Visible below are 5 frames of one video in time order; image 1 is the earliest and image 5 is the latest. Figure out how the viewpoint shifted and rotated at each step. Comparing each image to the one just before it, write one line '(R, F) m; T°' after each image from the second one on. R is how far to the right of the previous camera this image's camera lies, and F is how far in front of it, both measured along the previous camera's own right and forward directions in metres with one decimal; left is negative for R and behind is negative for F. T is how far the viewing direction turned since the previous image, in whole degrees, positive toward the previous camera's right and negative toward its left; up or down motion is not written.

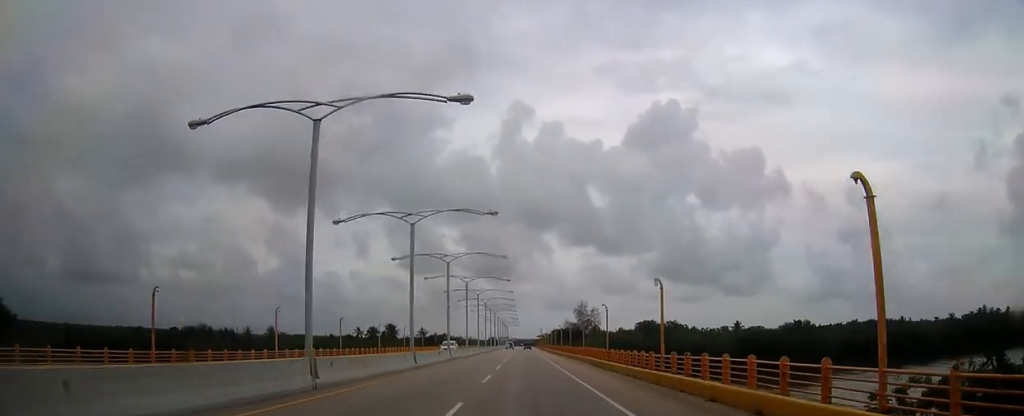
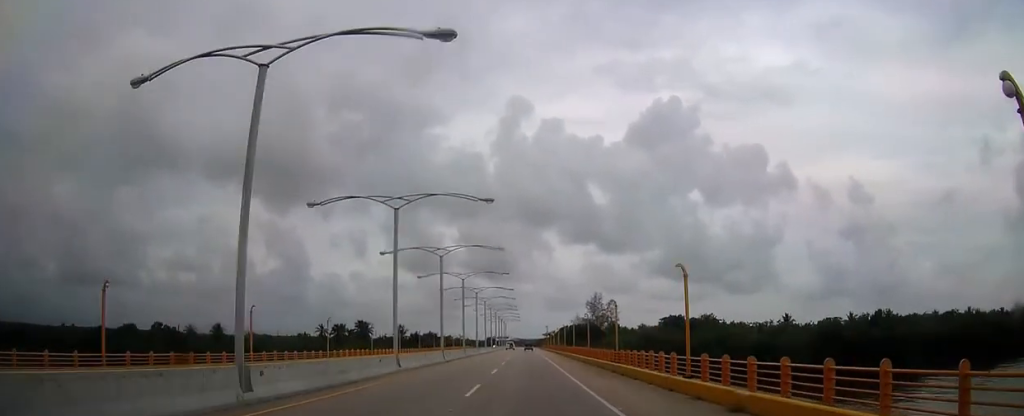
(+0.1, +53.4) m; 0°
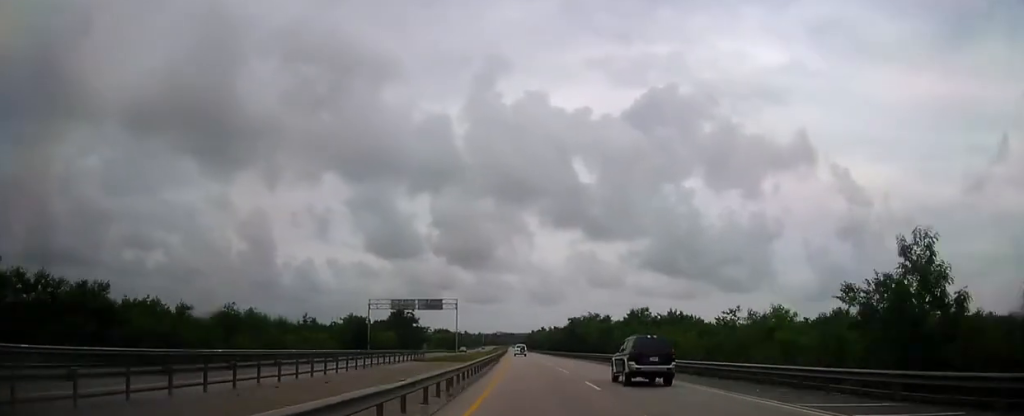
(-0.2, +310.4) m; +1°
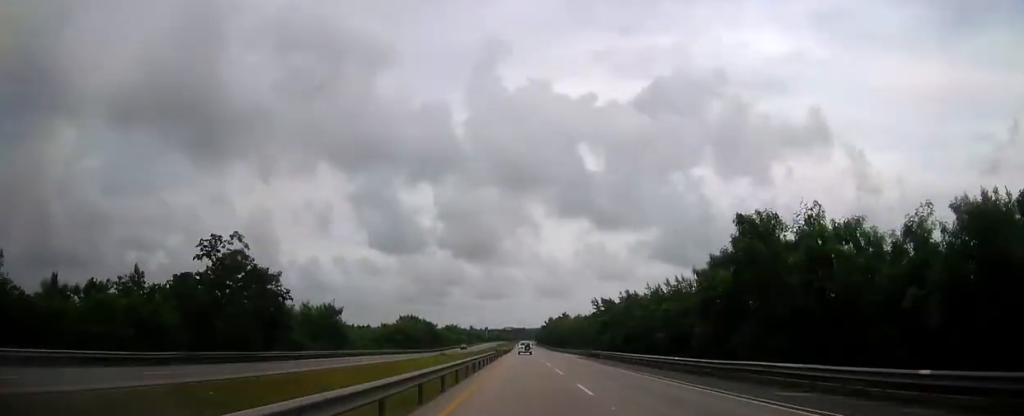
(0.0, +87.4) m; 0°
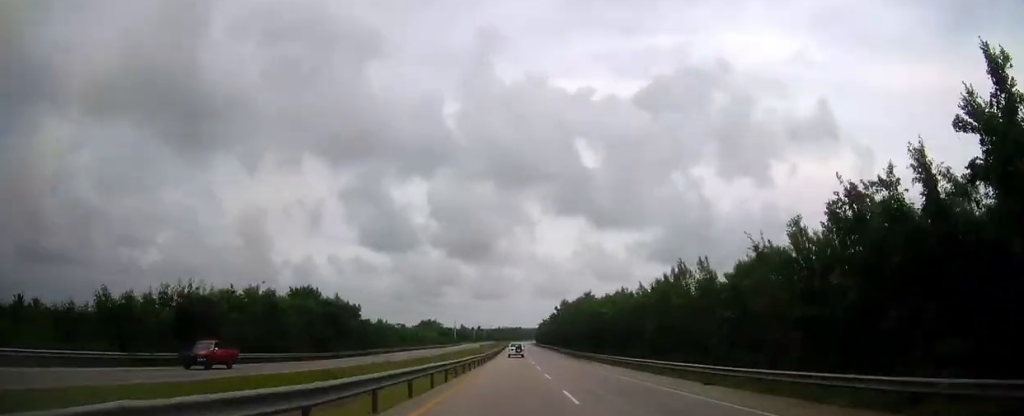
(-0.1, +73.9) m; 0°
